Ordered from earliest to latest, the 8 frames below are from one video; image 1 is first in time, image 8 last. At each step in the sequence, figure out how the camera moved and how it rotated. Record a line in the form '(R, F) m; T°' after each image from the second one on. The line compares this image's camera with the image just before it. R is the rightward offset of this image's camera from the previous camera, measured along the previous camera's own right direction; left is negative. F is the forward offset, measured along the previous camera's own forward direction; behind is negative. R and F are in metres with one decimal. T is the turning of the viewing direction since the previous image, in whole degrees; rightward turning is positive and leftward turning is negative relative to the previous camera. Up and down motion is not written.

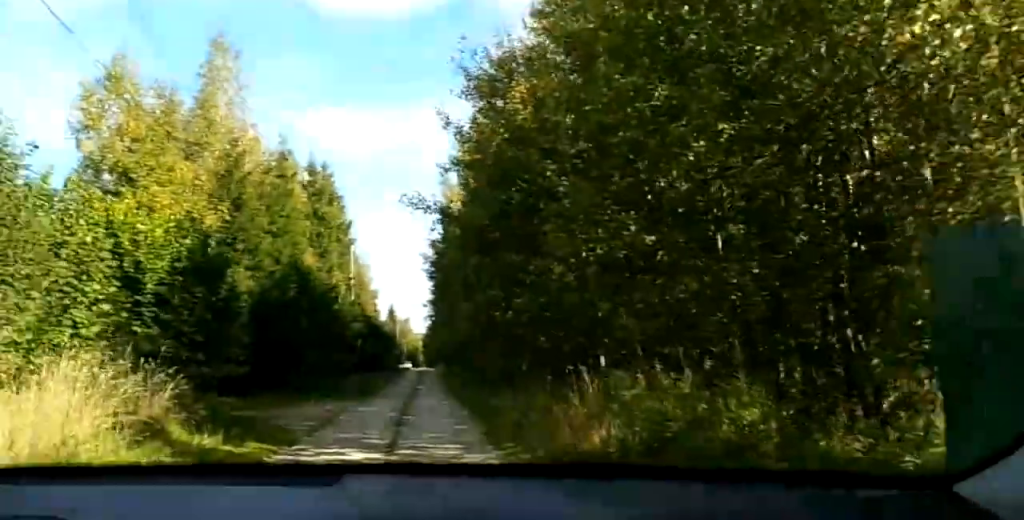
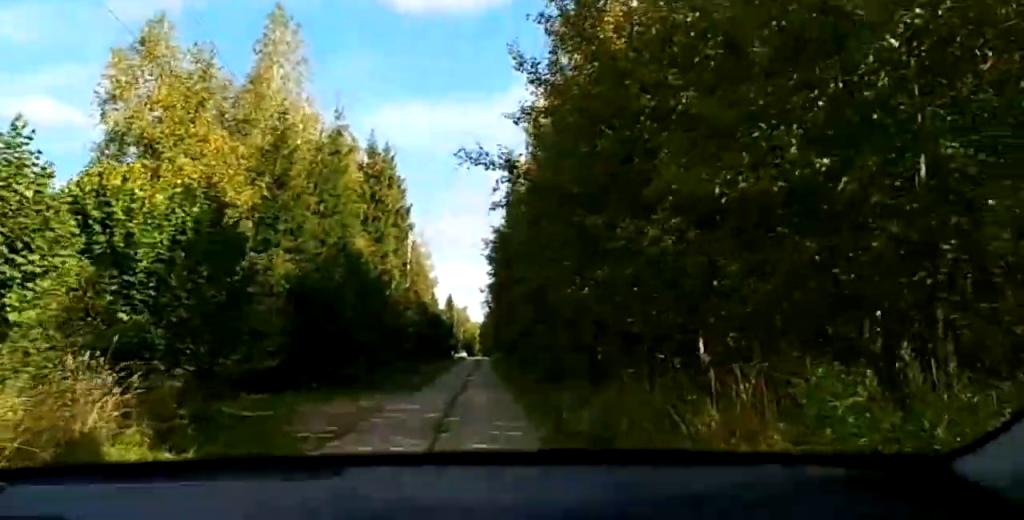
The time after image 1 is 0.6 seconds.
(0.0, +8.4) m; 0°
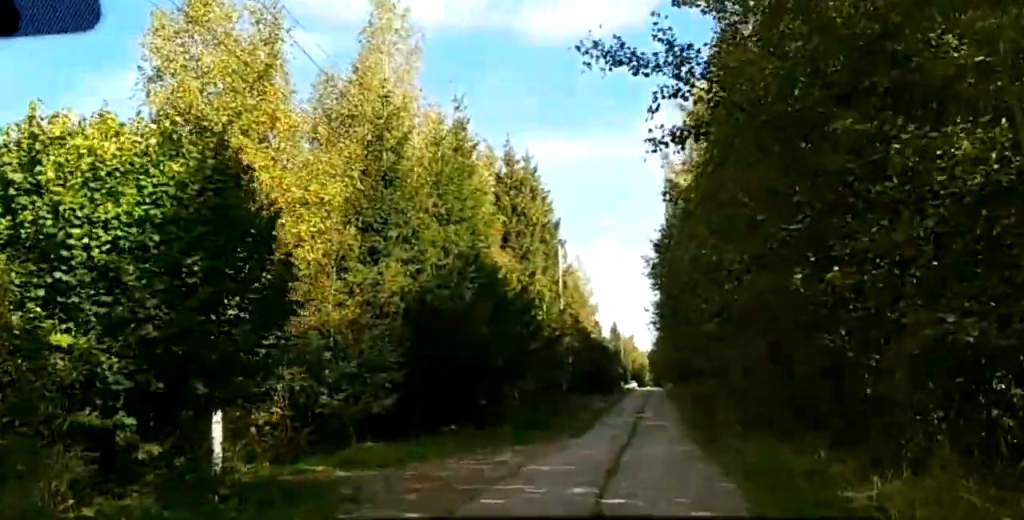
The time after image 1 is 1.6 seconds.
(0.0, +13.6) m; -2°
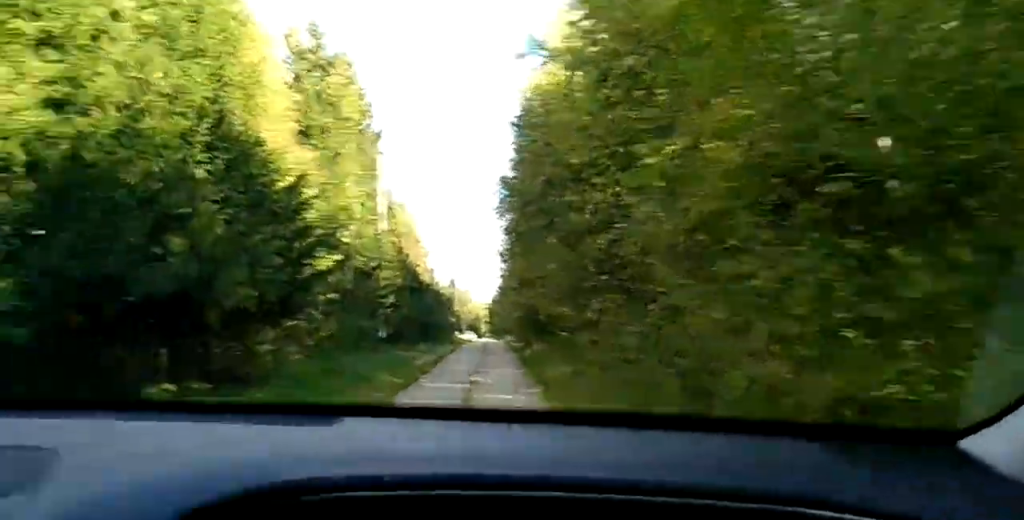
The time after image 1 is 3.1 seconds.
(-0.2, +18.4) m; +1°
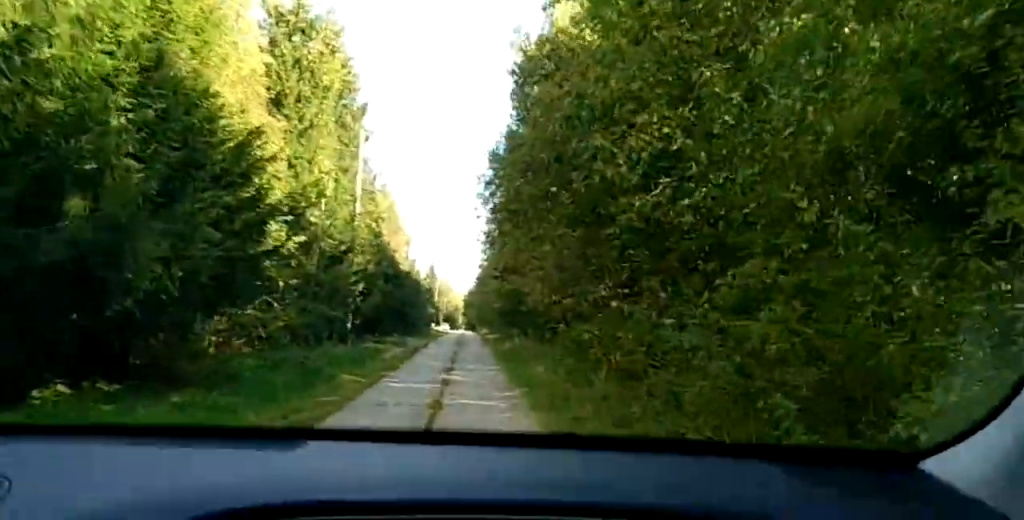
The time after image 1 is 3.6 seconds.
(+0.1, +5.6) m; +1°
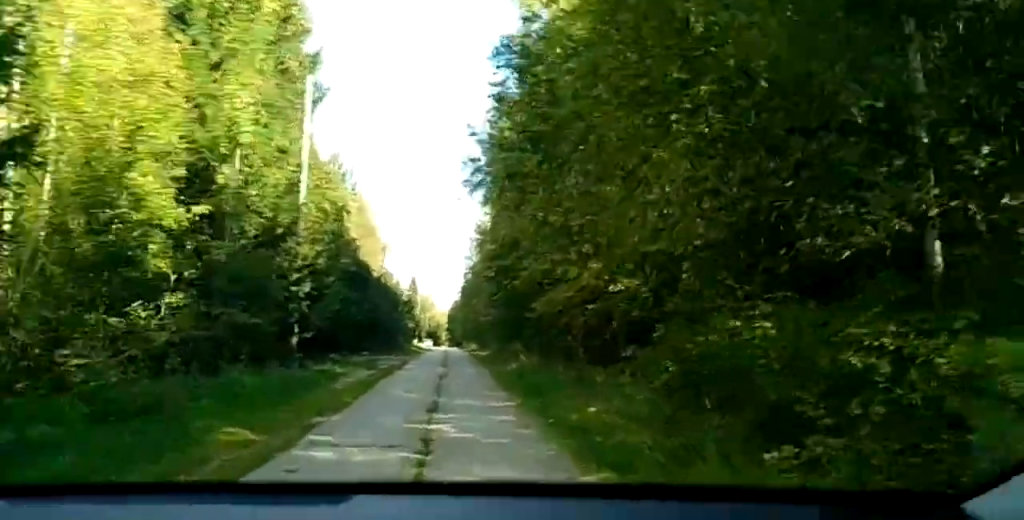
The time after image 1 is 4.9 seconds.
(-0.1, +14.3) m; -1°
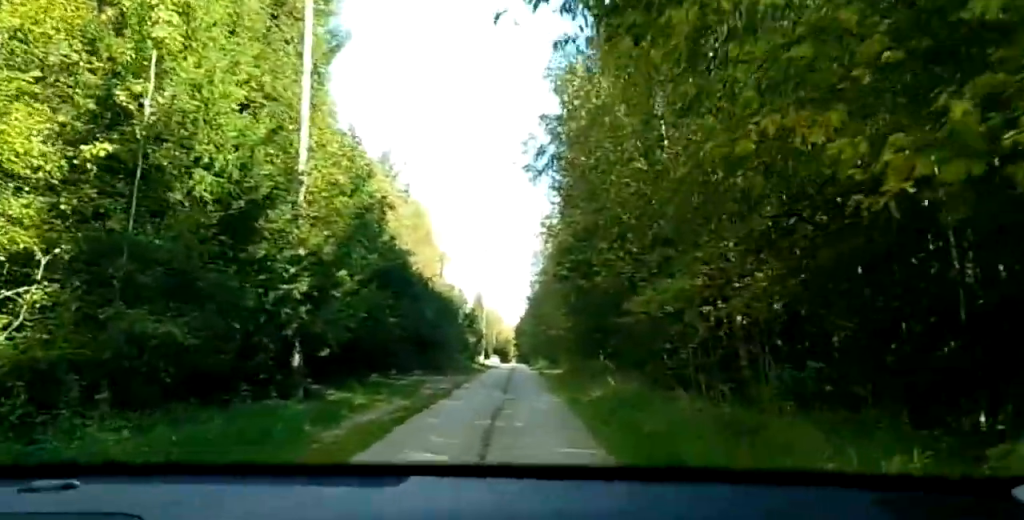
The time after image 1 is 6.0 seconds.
(0.0, +10.8) m; +1°
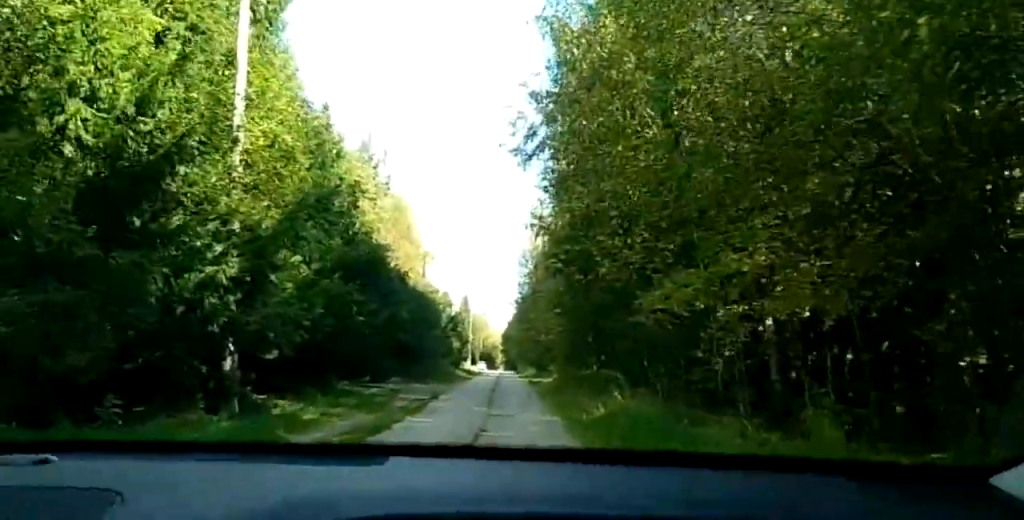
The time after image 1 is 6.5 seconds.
(+0.2, +5.0) m; +1°
